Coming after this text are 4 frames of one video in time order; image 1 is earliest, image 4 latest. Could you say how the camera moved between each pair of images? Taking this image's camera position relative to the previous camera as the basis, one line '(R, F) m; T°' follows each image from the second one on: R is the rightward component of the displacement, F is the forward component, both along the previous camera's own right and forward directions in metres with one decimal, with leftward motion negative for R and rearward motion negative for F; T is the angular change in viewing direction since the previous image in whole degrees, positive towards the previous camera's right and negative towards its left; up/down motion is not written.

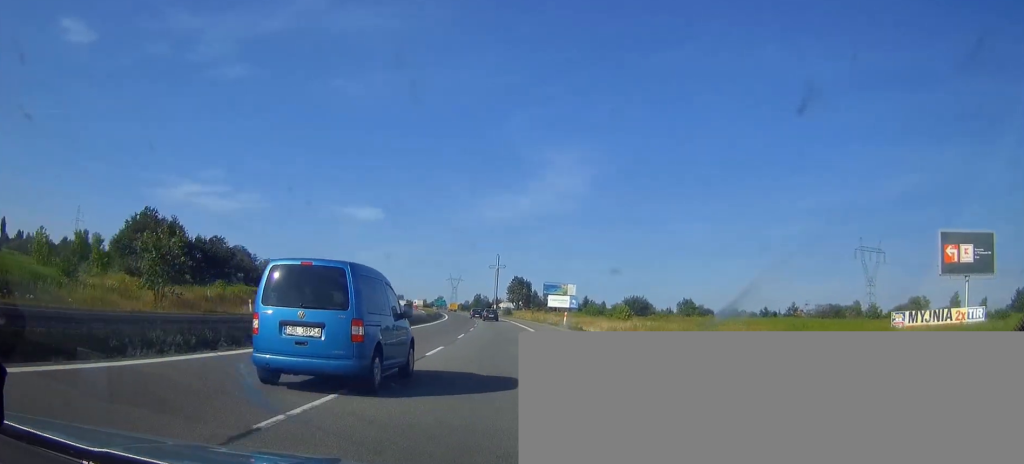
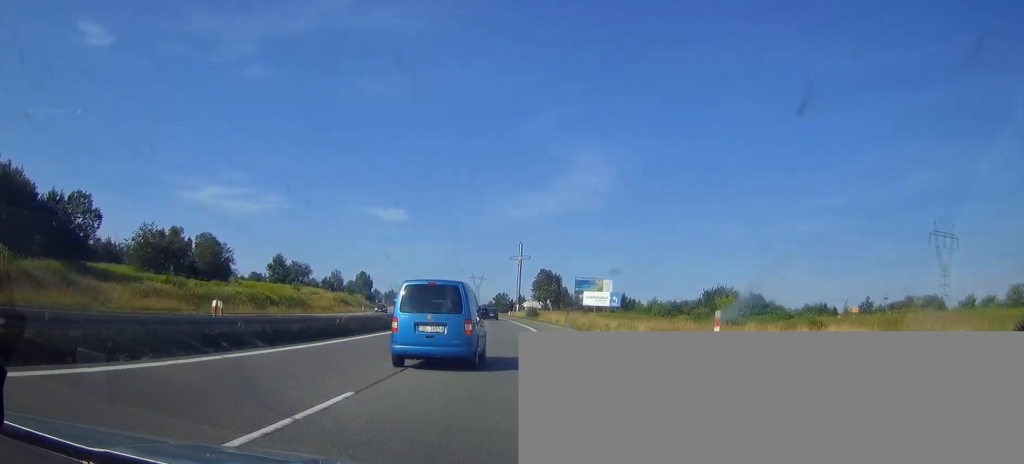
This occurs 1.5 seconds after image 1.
(-0.5, +37.1) m; -2°
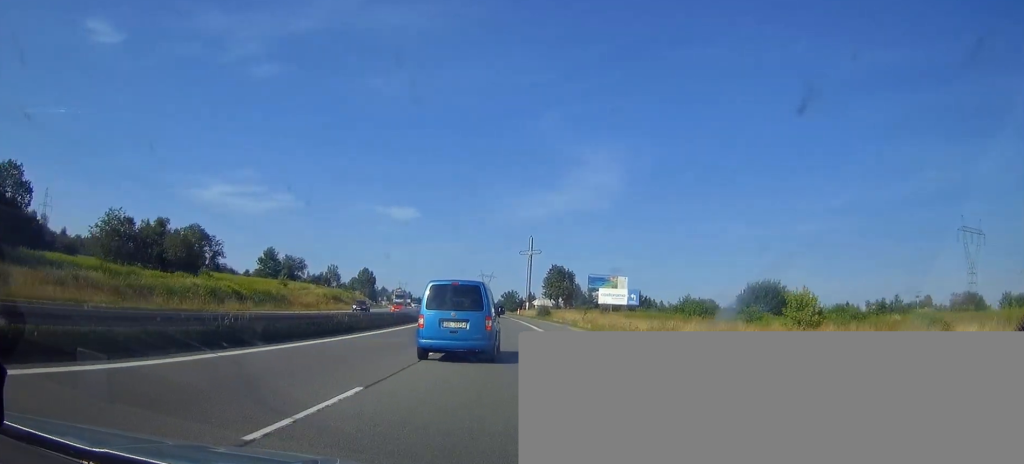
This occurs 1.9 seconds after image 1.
(-0.2, +11.8) m; -1°
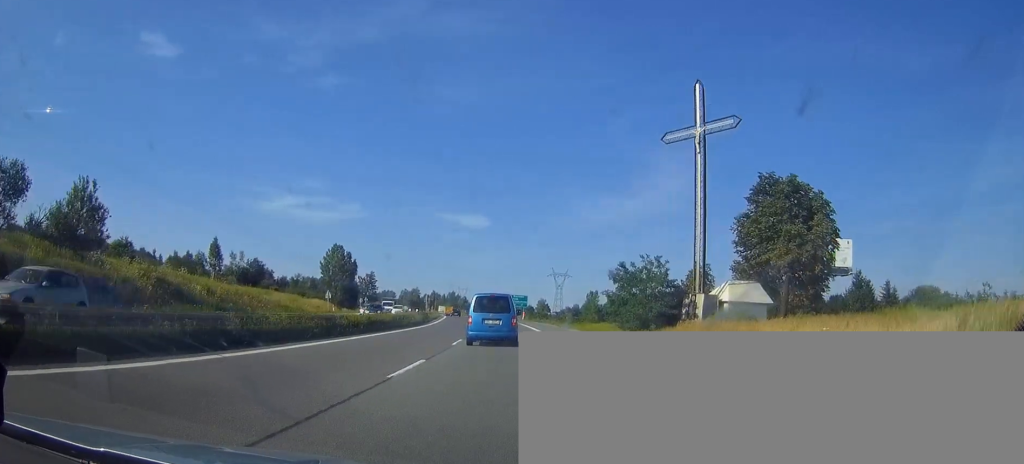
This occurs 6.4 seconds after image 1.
(-6.1, +114.6) m; -6°
